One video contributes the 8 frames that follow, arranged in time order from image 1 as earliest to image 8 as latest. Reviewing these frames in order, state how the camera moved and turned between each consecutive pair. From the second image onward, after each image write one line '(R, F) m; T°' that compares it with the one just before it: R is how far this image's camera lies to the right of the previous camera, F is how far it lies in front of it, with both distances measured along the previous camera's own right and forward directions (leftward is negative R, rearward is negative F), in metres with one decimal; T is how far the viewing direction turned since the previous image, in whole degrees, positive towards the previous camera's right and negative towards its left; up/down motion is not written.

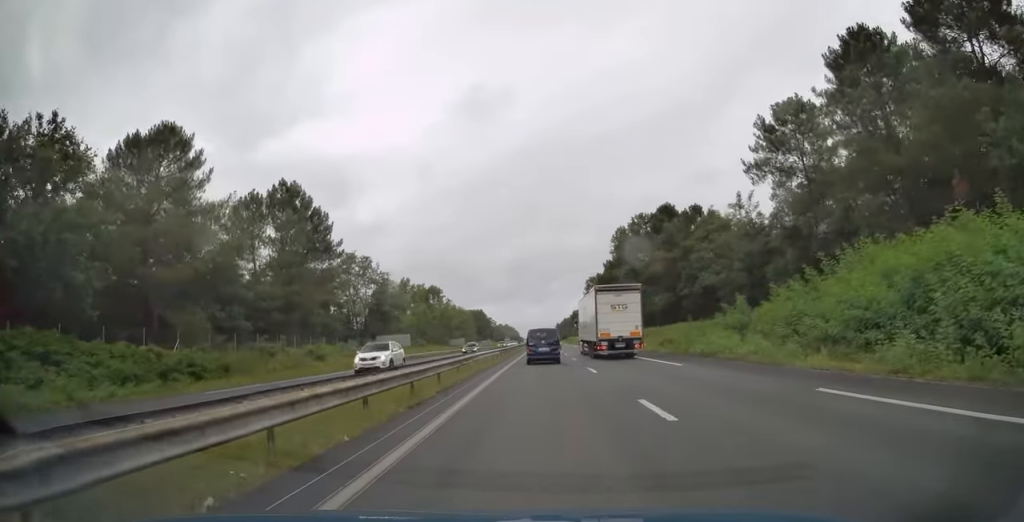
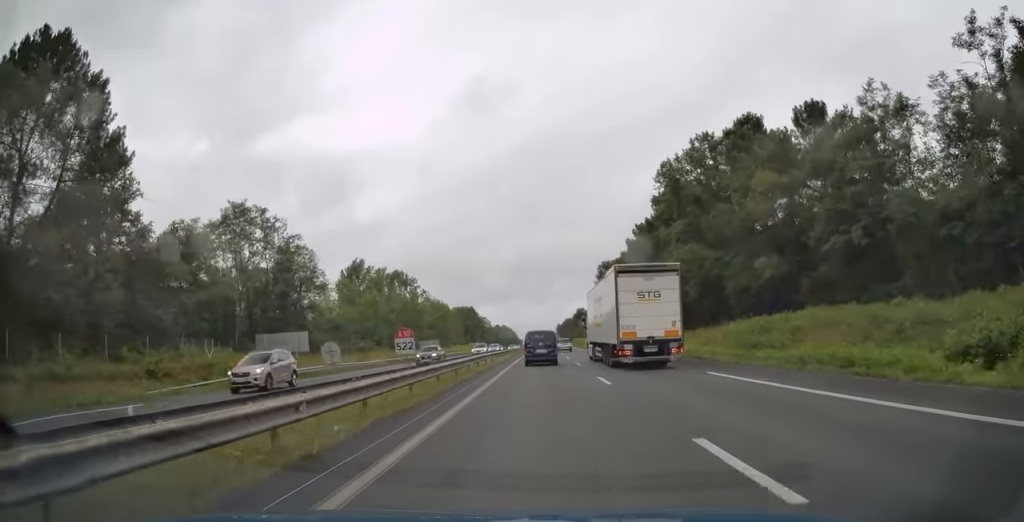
(0.0, +41.4) m; 0°
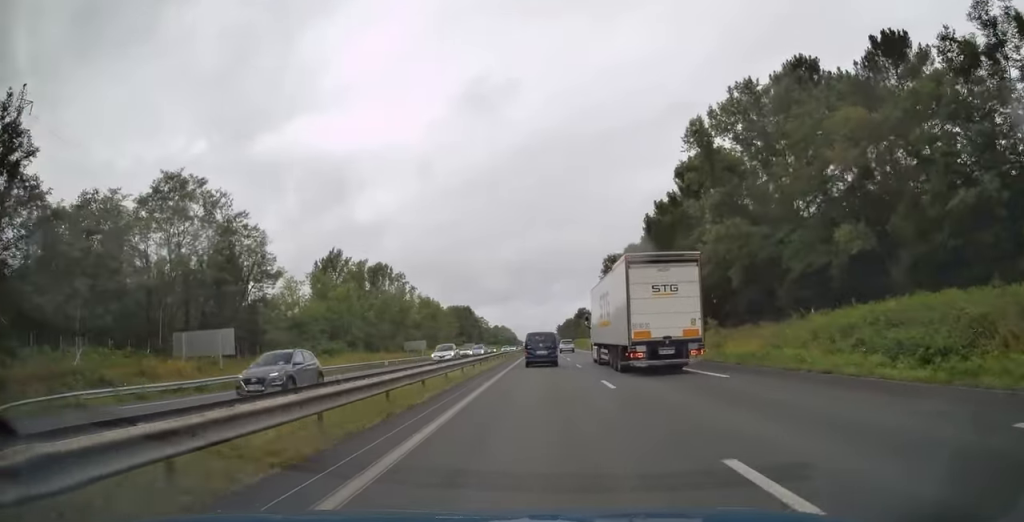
(0.0, +13.4) m; 0°
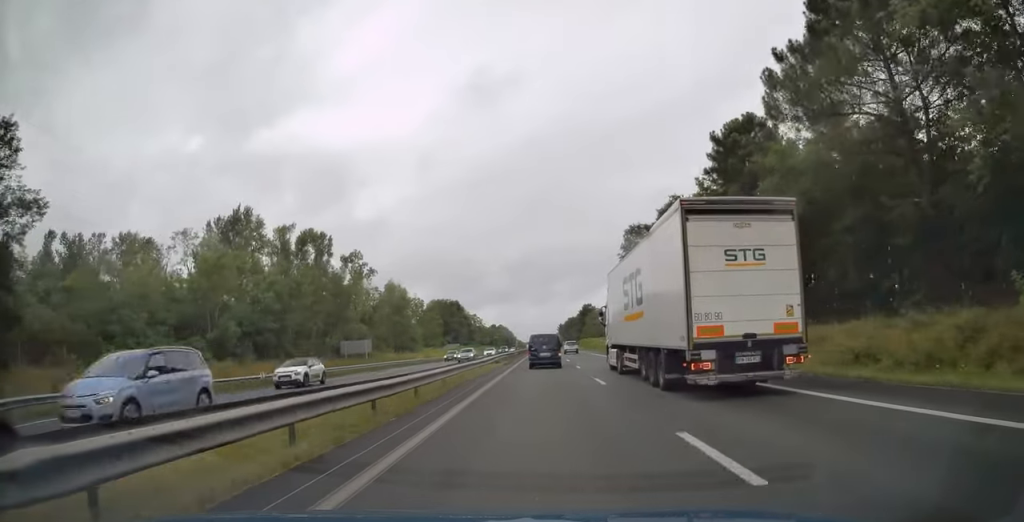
(0.0, +37.4) m; 0°
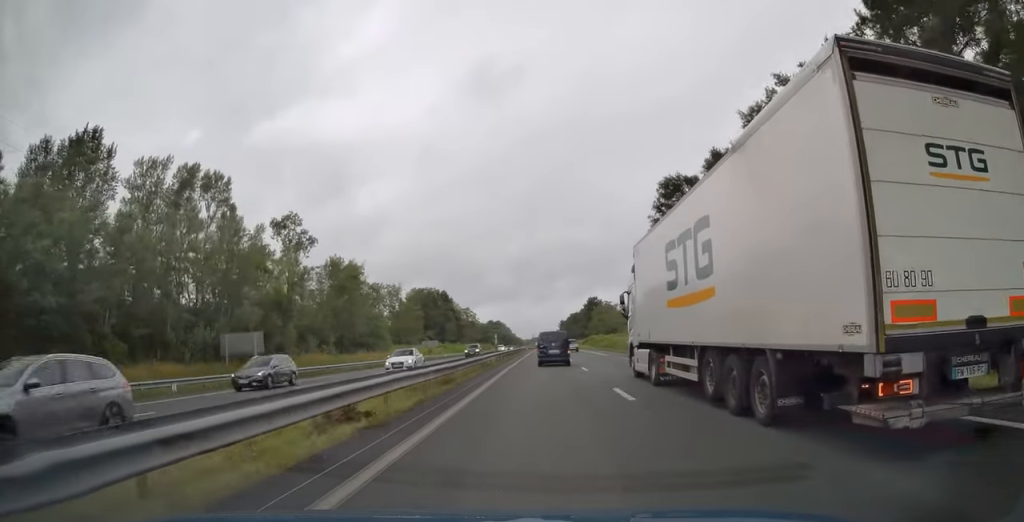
(0.0, +34.0) m; 0°
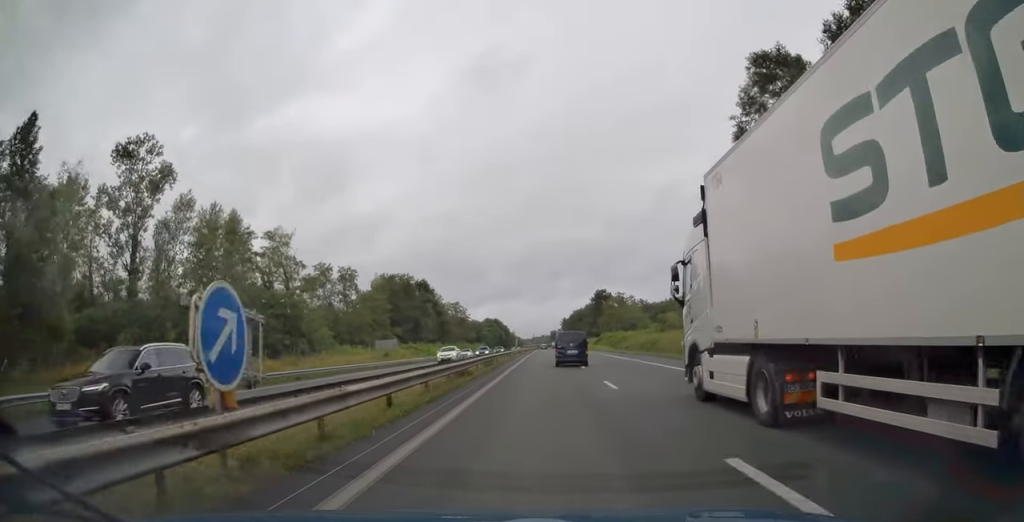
(0.0, +37.4) m; 0°
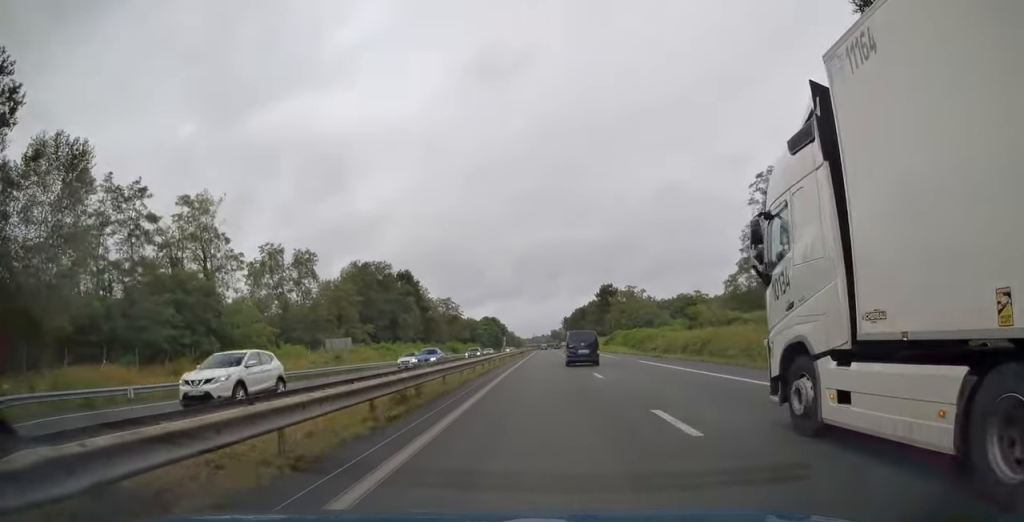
(0.0, +22.1) m; 0°
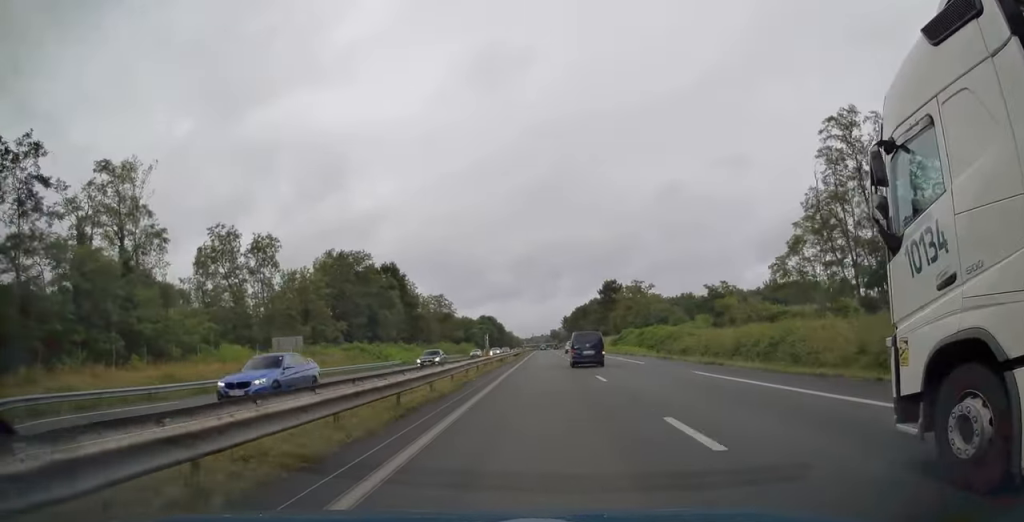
(0.0, +14.4) m; 0°
